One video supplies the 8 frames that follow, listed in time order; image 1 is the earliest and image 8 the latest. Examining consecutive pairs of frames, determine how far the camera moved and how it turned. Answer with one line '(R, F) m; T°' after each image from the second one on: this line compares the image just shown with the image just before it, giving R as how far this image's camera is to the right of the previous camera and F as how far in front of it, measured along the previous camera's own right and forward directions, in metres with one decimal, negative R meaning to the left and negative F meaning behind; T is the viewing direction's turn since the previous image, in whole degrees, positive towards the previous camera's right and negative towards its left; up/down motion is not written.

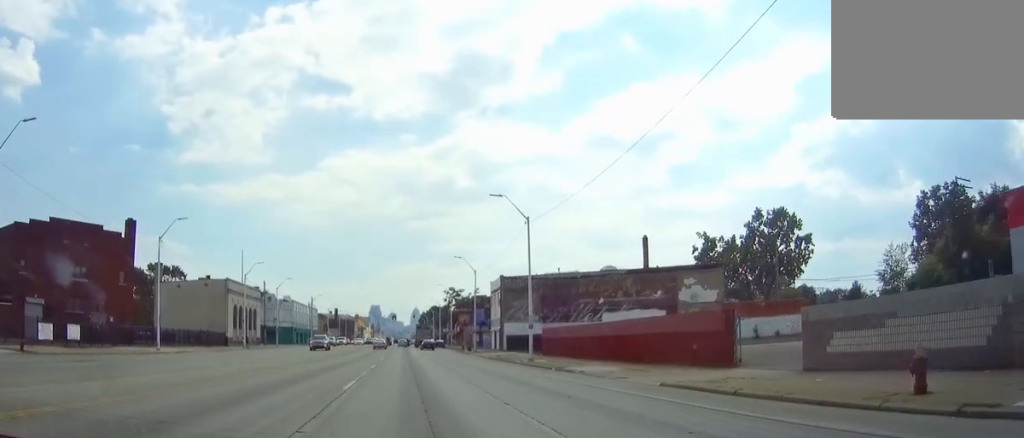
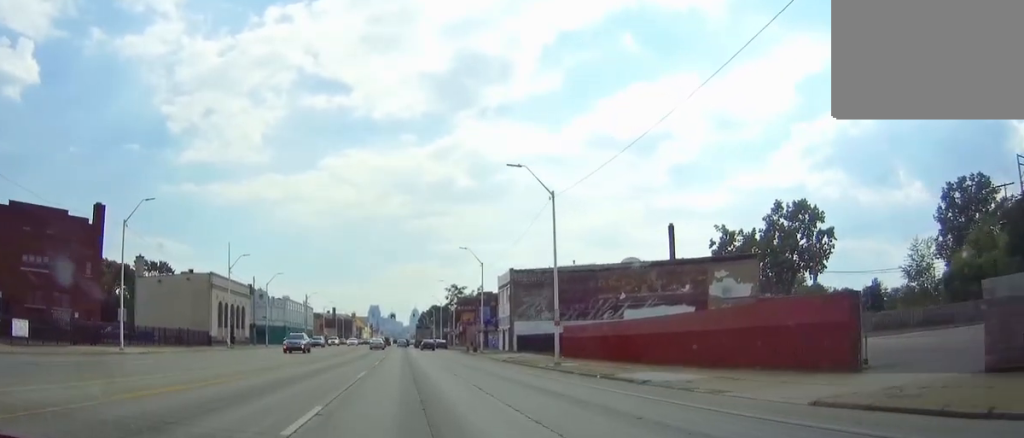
(0.0, +8.2) m; 0°
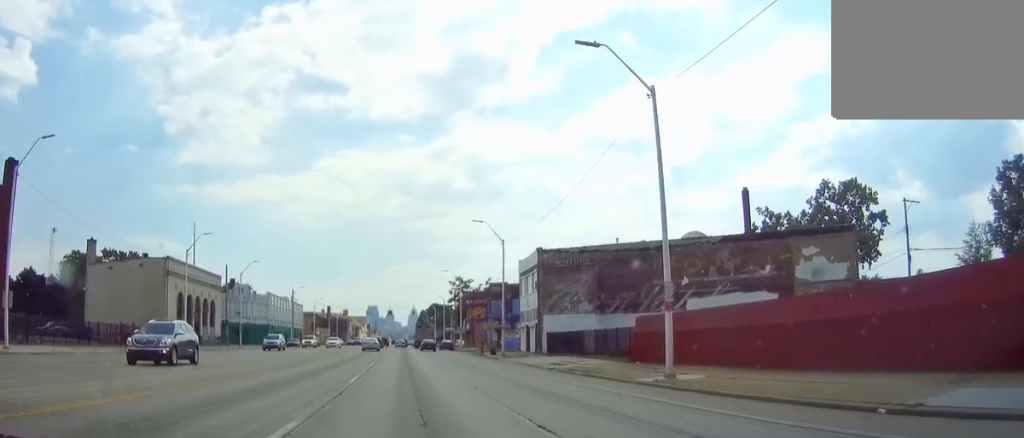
(0.0, +17.9) m; +1°
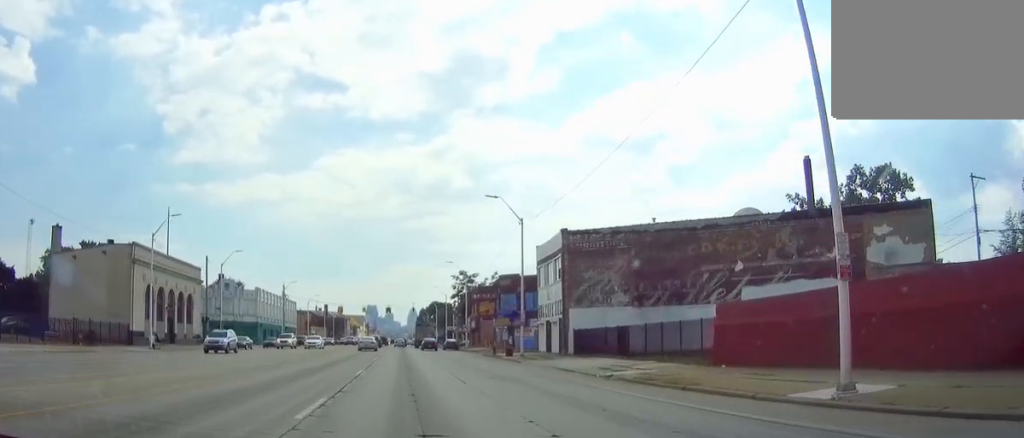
(+0.1, +10.0) m; 0°
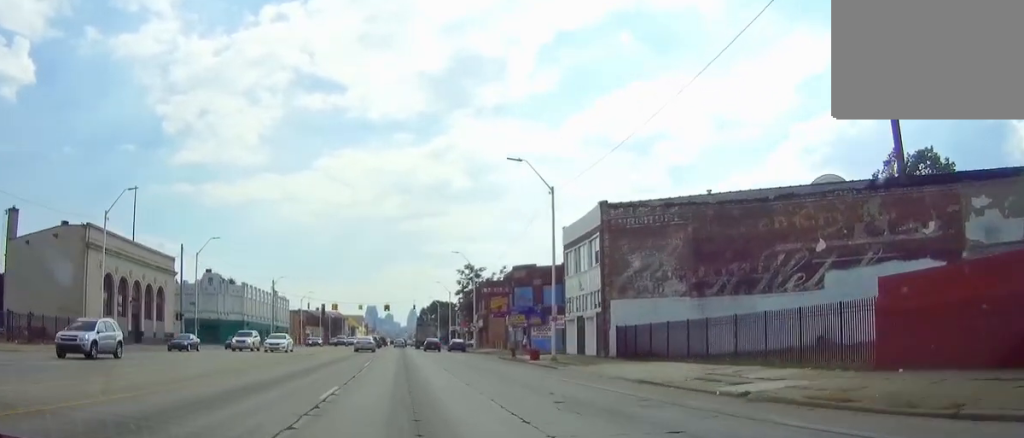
(+0.1, +10.7) m; 0°
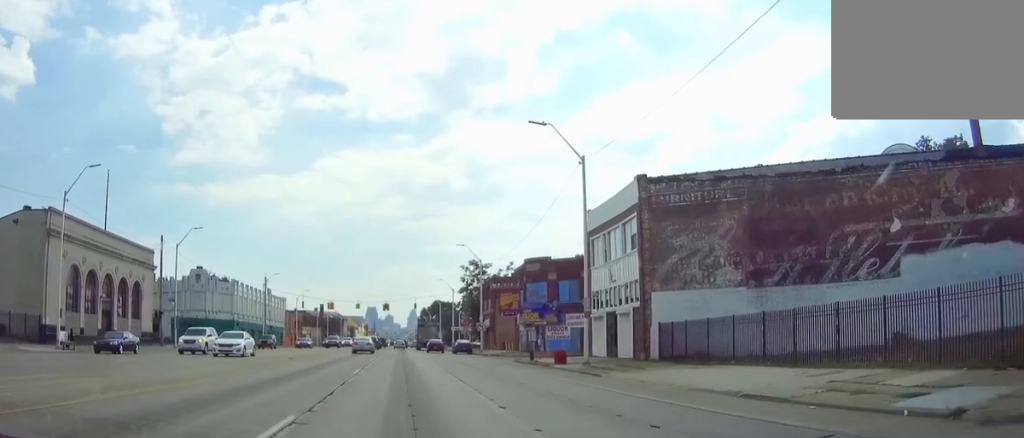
(-0.1, +7.4) m; -1°
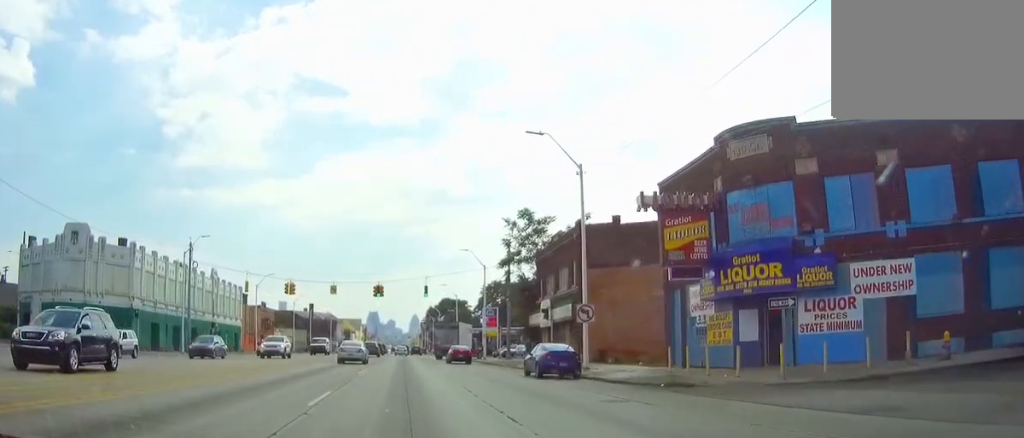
(-0.7, +44.6) m; -1°
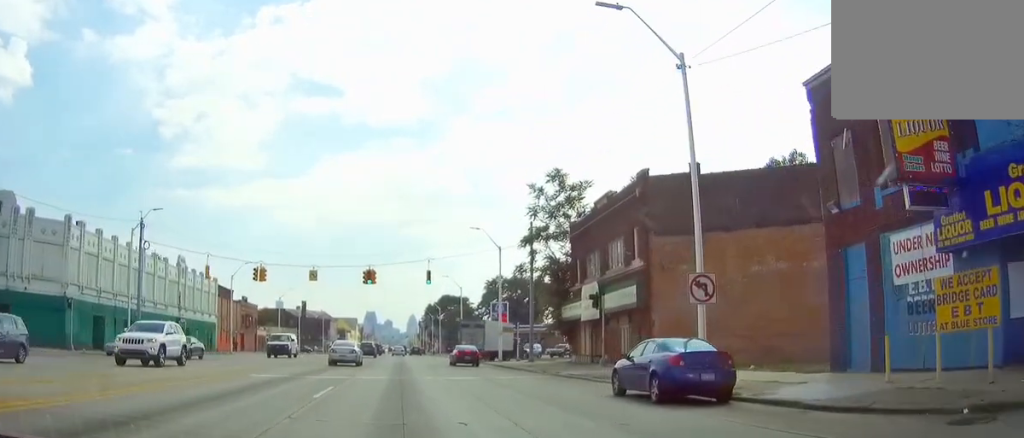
(0.0, +14.3) m; 0°
